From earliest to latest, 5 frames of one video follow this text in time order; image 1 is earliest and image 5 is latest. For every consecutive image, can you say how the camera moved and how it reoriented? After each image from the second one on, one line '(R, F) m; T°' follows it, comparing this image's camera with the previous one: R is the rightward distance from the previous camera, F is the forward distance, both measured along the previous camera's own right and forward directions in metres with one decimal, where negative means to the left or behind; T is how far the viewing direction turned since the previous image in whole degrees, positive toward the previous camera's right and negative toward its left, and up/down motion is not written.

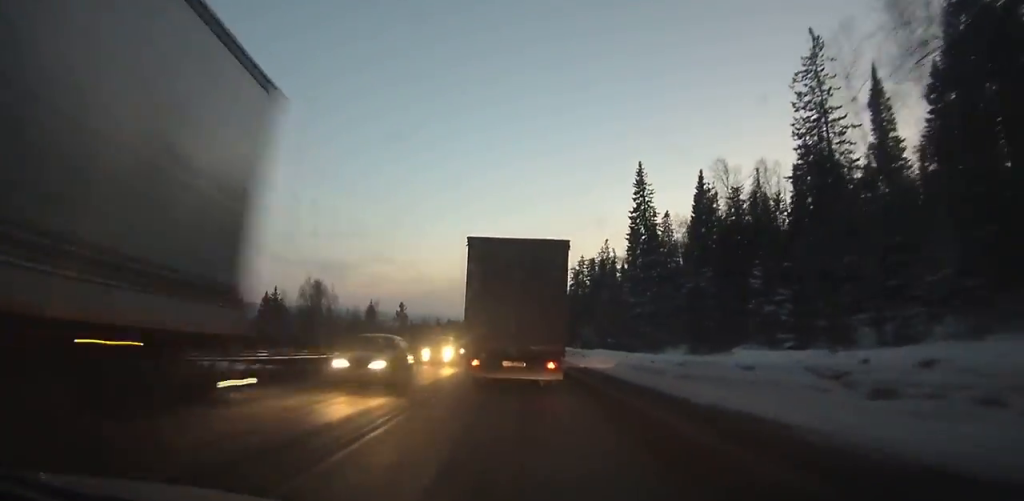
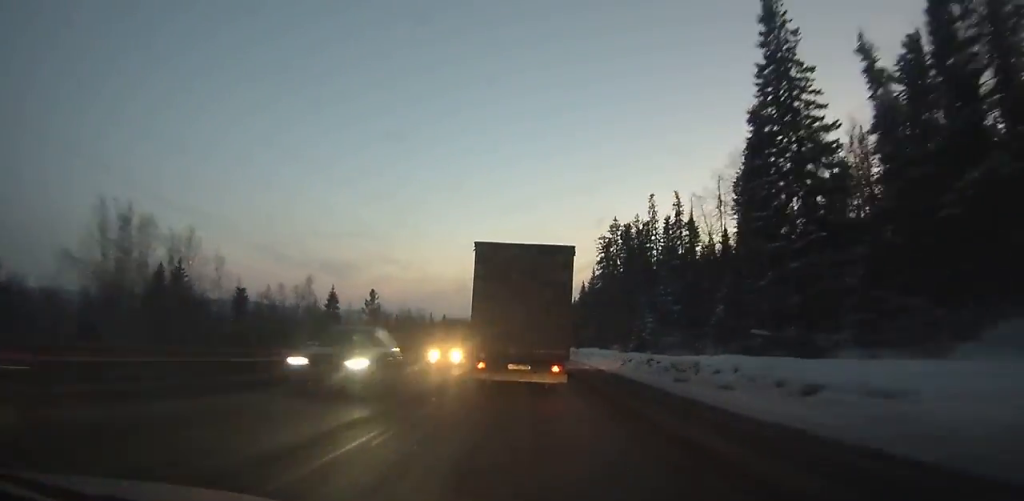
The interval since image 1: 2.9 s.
(0.0, +42.8) m; 0°
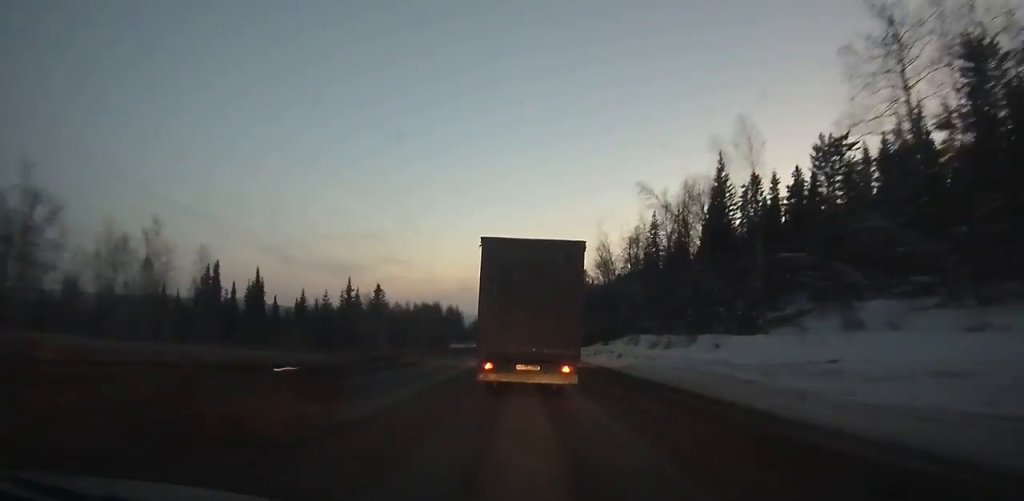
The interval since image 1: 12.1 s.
(-0.6, +140.5) m; -1°
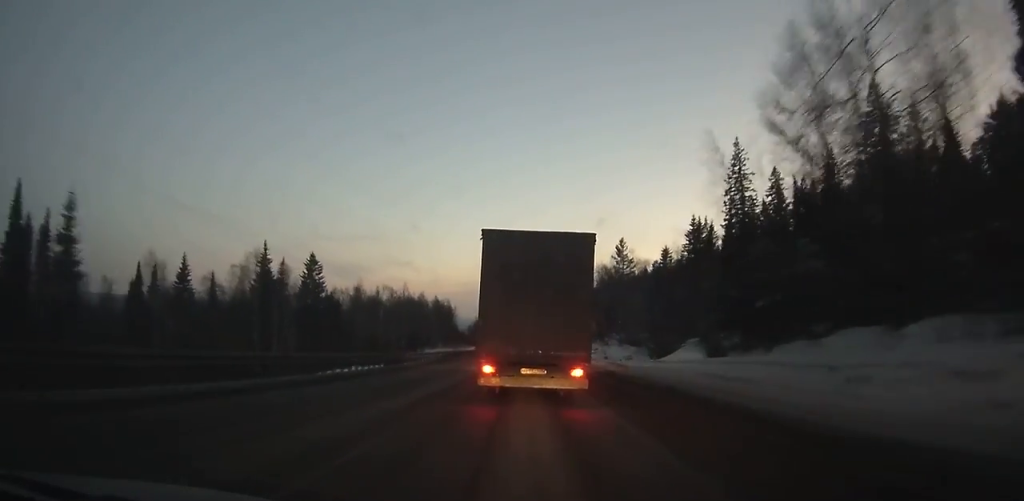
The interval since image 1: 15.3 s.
(-0.2, +49.0) m; 0°
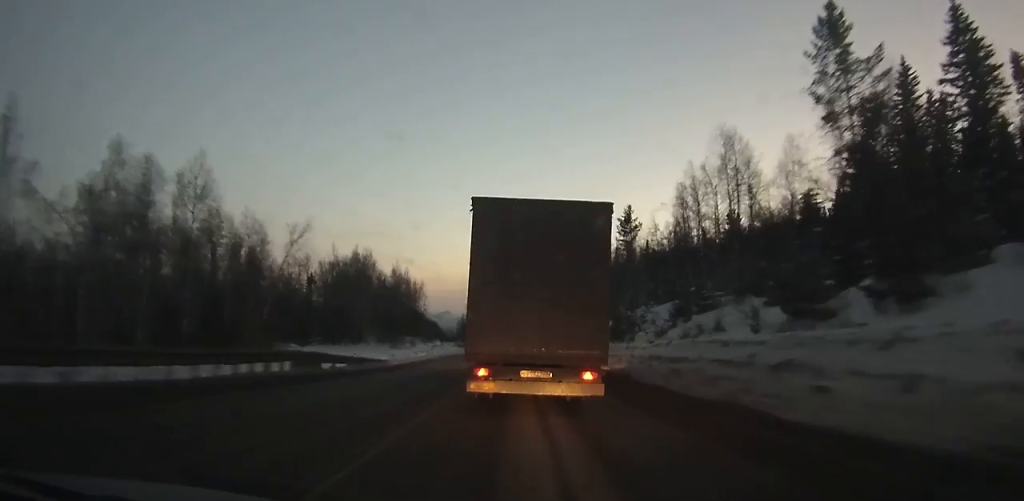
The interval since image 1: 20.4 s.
(+0.1, +76.8) m; -1°
